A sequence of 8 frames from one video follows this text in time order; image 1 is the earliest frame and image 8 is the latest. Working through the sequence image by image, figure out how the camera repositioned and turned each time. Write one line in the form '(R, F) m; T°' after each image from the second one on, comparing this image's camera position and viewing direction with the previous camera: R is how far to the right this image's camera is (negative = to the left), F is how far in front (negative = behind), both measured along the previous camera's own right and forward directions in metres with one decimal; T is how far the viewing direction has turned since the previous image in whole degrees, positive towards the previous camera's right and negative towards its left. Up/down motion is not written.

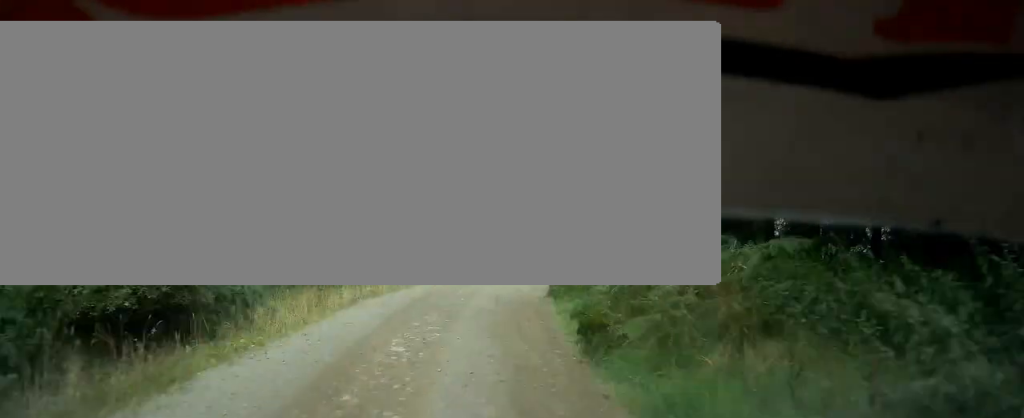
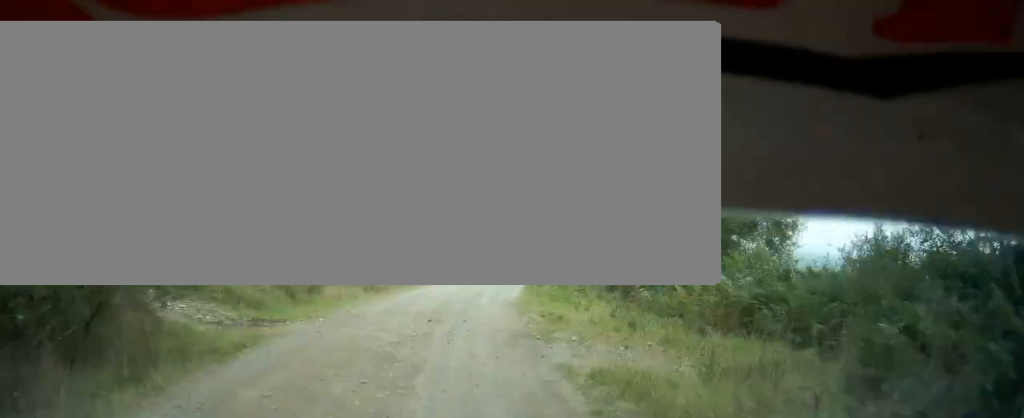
(+2.0, +23.0) m; +6°
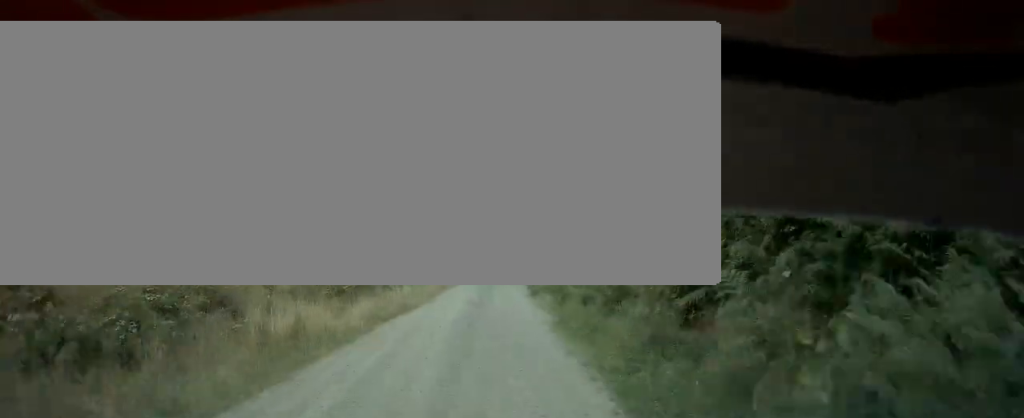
(+1.5, +31.1) m; +3°
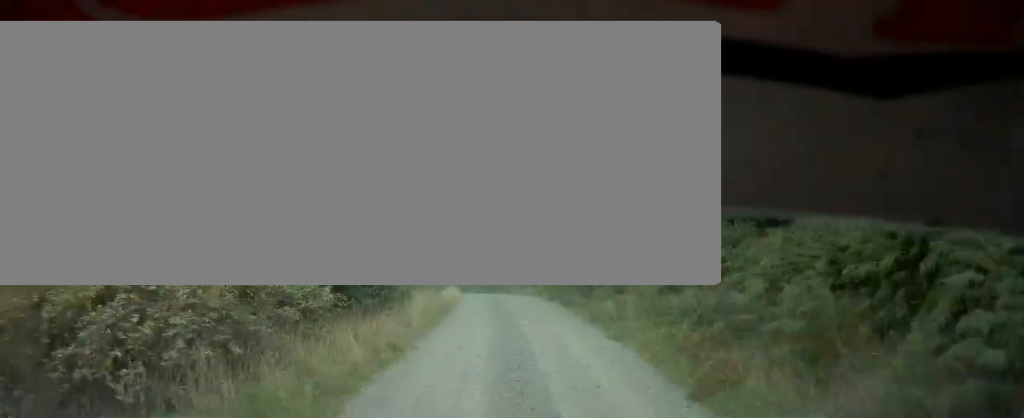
(+0.1, +18.0) m; +1°
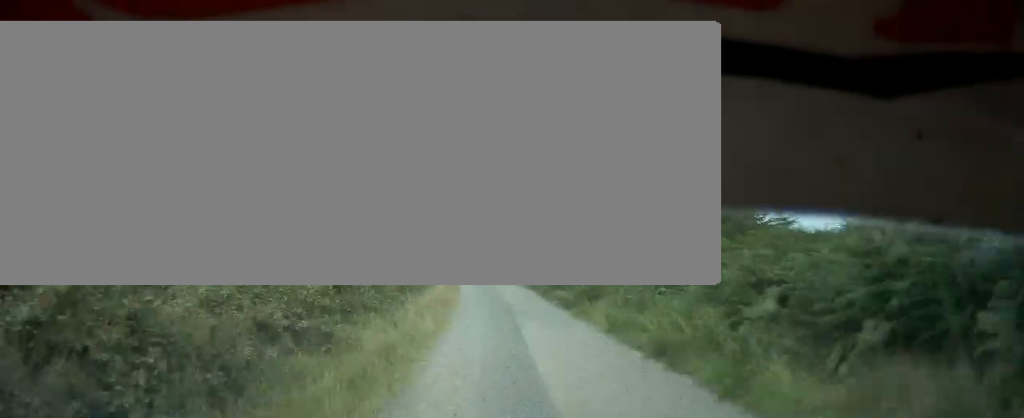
(+0.2, +37.8) m; 0°
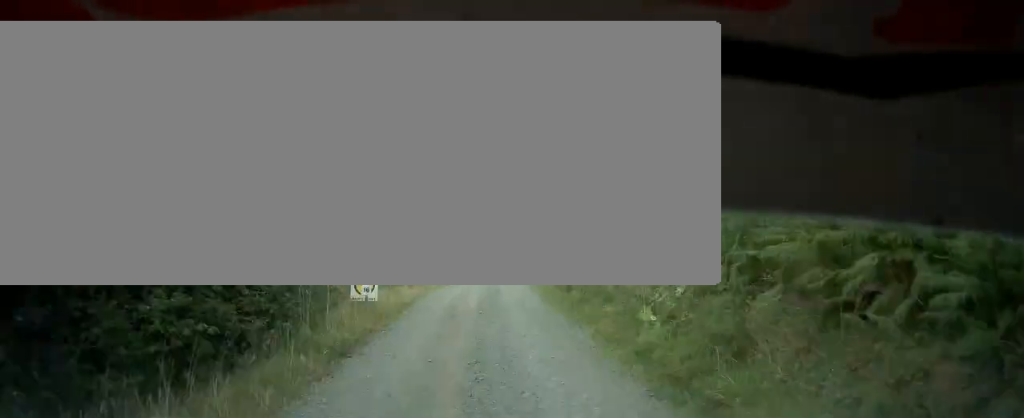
(+0.9, +86.8) m; +1°
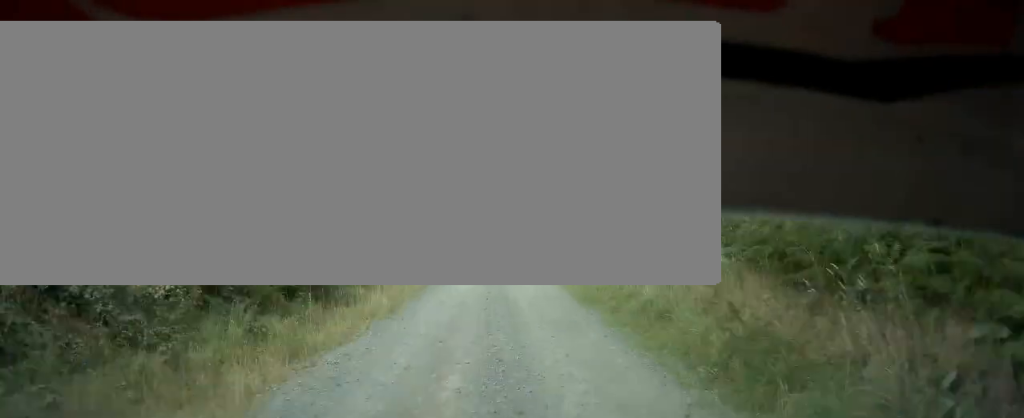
(0.0, +13.9) m; -2°
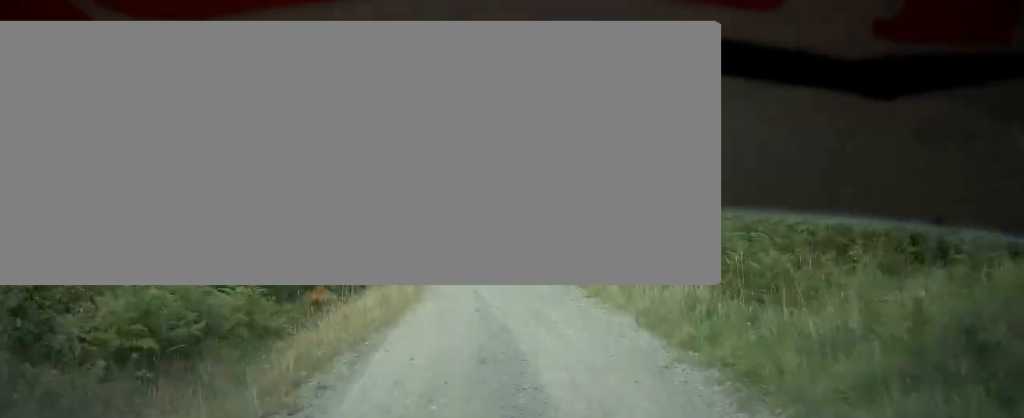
(+0.7, +19.1) m; -6°
